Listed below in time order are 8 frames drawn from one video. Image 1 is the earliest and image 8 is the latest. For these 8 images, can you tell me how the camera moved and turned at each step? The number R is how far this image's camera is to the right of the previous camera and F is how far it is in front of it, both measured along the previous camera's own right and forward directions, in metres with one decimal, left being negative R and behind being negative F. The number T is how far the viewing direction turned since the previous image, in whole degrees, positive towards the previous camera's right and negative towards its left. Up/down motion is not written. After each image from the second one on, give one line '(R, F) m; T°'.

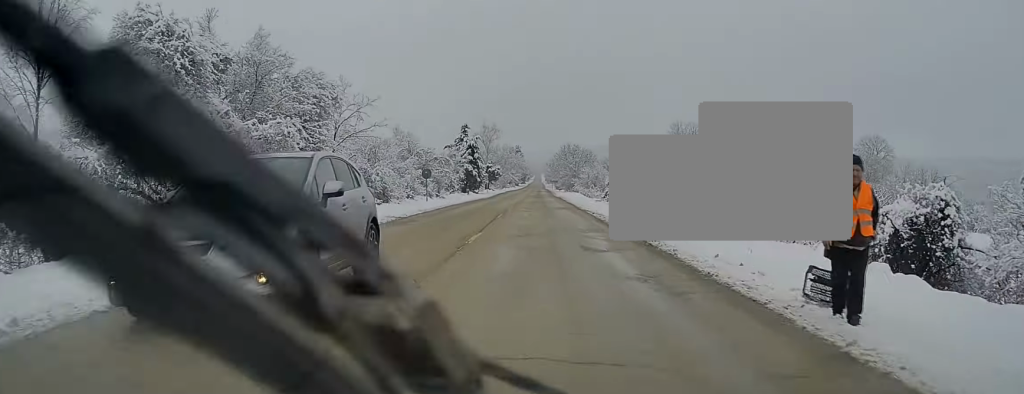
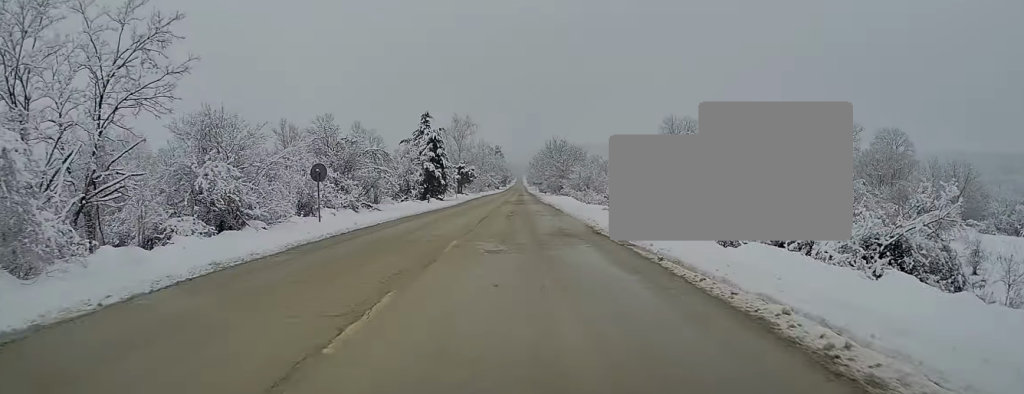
(+0.1, +18.8) m; 0°
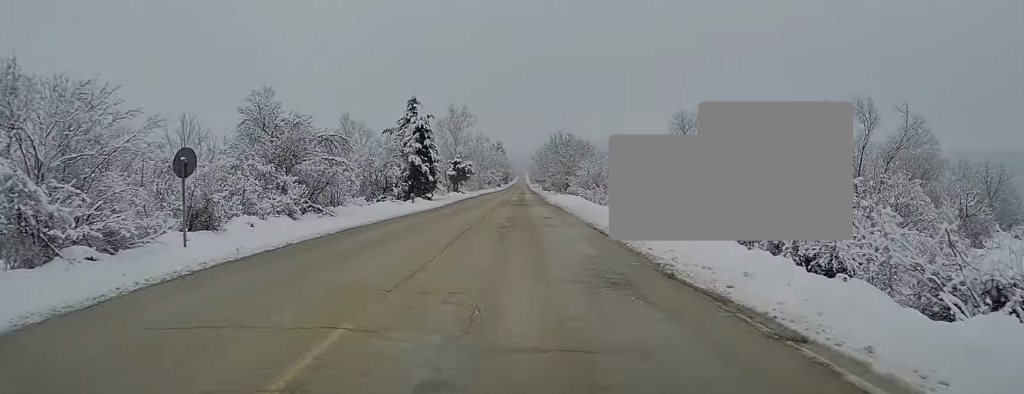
(0.0, +9.7) m; 0°
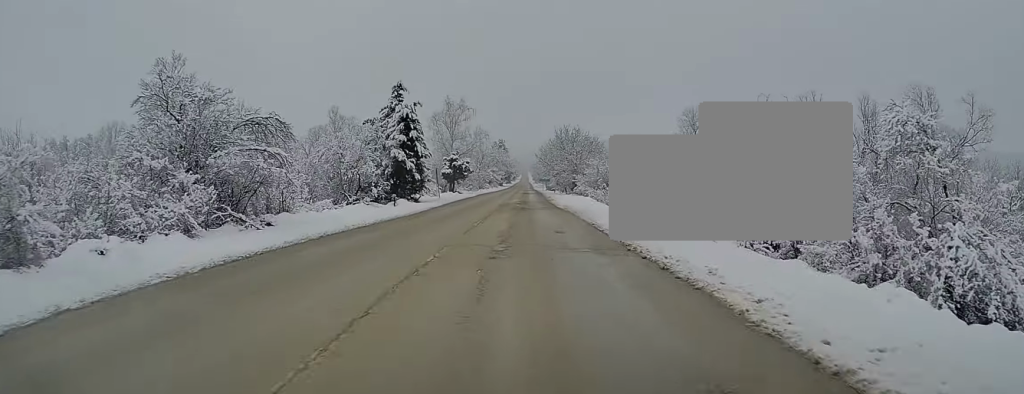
(0.0, +8.2) m; 0°
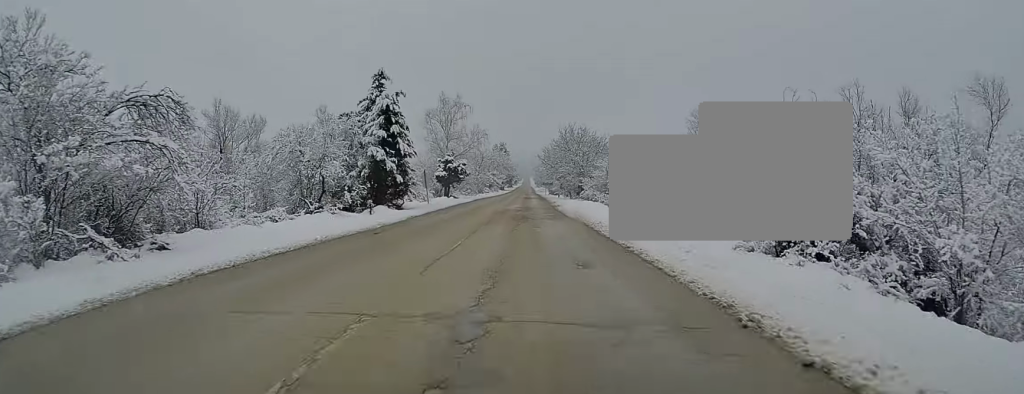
(0.0, +7.1) m; 0°
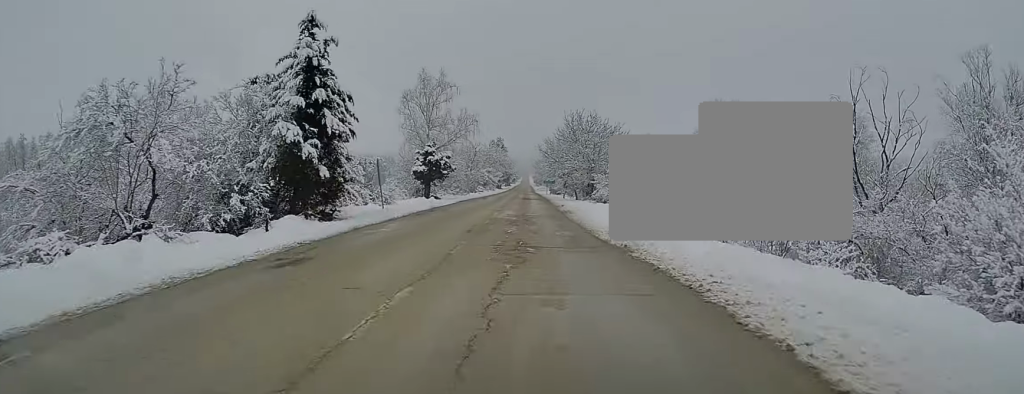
(-0.1, +14.5) m; 0°
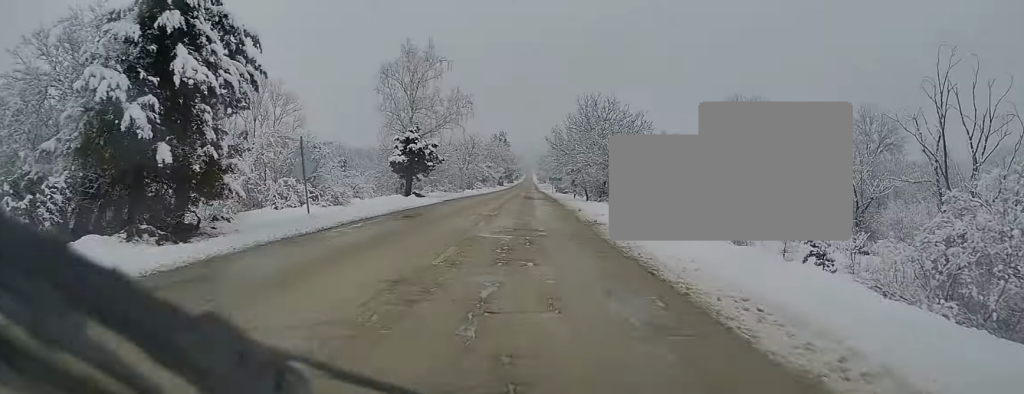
(+0.1, +11.7) m; 0°
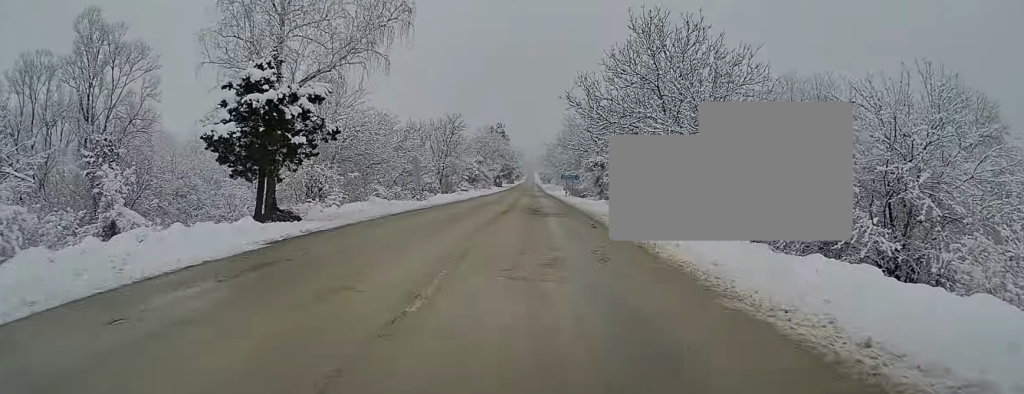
(+0.1, +29.4) m; 0°
